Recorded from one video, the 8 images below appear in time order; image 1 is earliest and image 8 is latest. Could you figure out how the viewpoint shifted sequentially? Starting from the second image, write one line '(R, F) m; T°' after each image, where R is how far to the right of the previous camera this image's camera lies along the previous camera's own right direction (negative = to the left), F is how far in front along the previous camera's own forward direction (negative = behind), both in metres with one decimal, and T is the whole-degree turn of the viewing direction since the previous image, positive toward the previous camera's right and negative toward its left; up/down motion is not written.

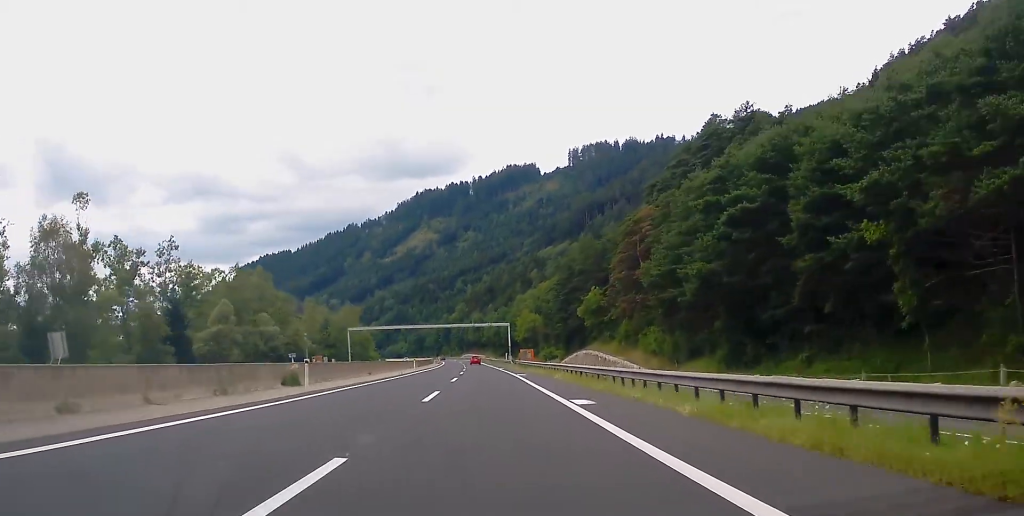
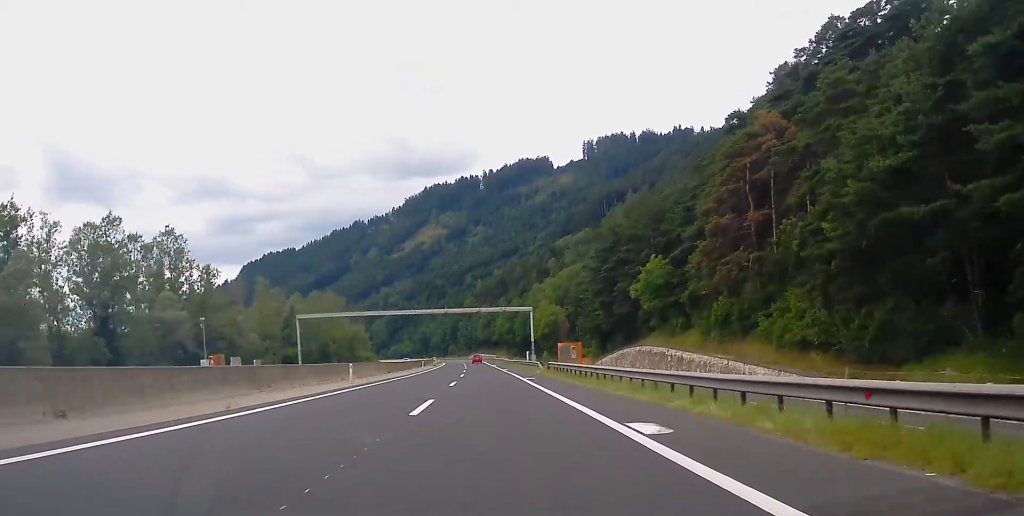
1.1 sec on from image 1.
(+0.1, +40.3) m; 0°
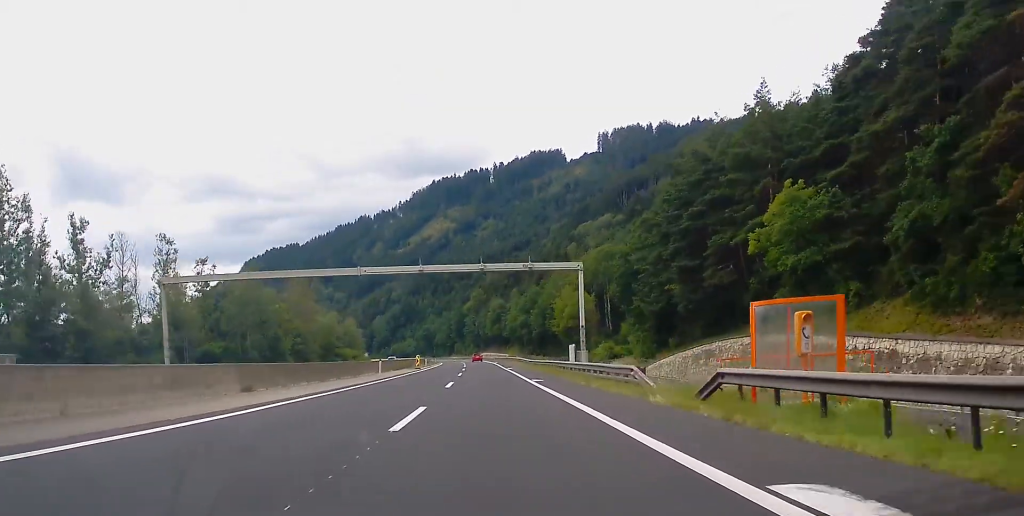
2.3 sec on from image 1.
(-0.5, +39.4) m; -1°
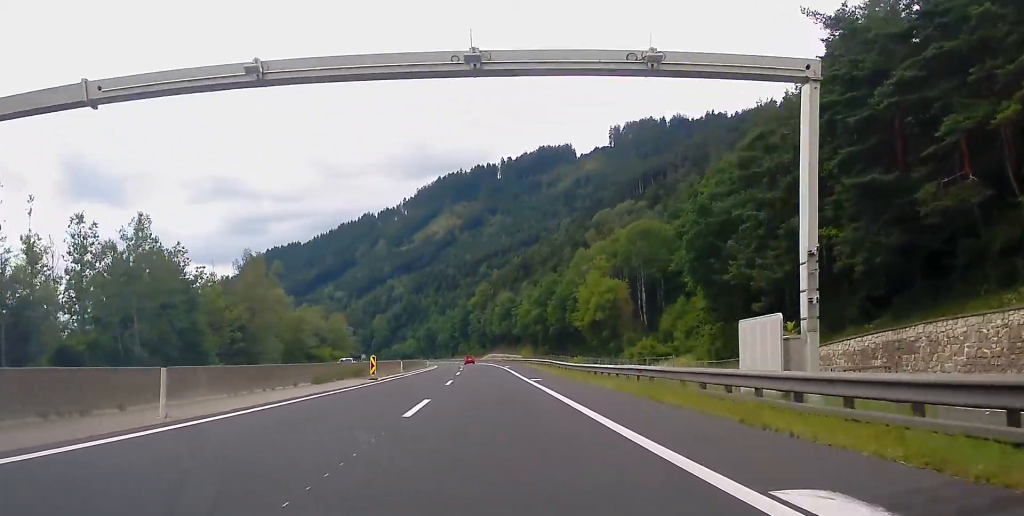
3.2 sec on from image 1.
(-0.2, +32.9) m; -1°
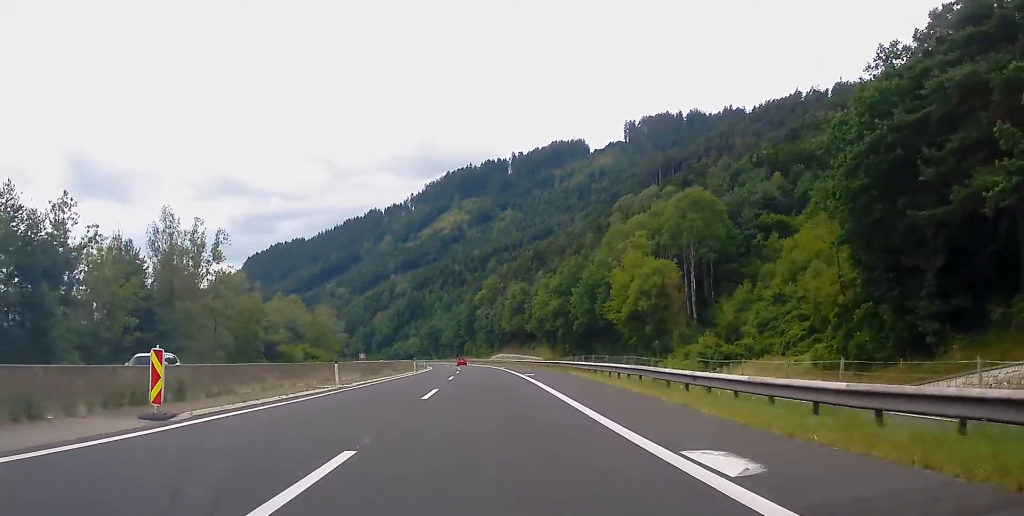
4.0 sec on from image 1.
(-0.3, +29.9) m; 0°
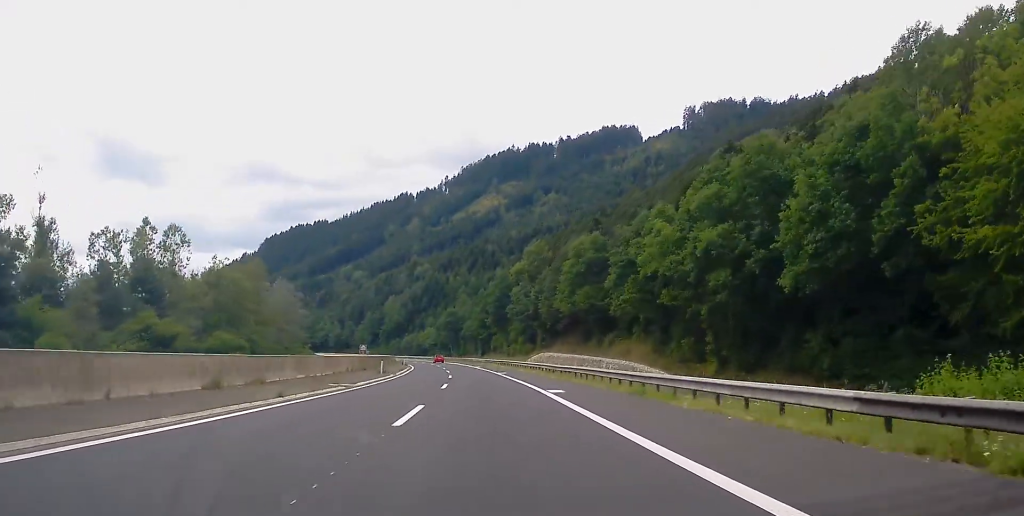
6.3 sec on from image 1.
(-0.8, +79.3) m; -2°
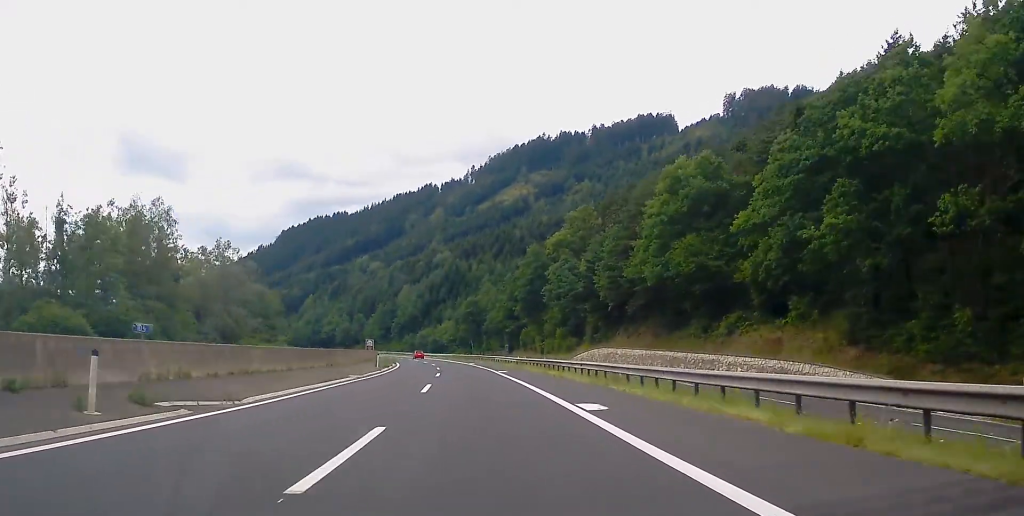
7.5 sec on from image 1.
(-0.5, +43.0) m; -3°
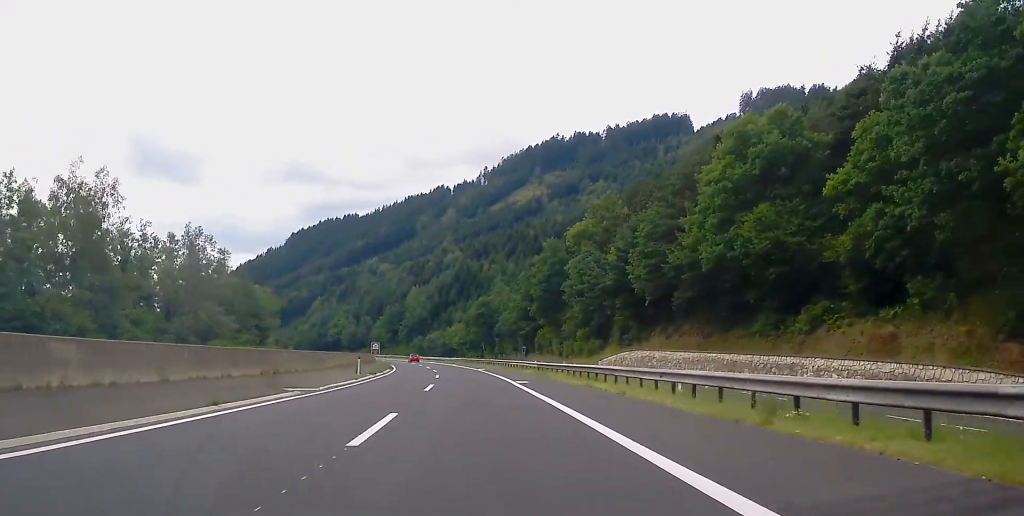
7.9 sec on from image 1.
(-0.4, +14.1) m; -1°
